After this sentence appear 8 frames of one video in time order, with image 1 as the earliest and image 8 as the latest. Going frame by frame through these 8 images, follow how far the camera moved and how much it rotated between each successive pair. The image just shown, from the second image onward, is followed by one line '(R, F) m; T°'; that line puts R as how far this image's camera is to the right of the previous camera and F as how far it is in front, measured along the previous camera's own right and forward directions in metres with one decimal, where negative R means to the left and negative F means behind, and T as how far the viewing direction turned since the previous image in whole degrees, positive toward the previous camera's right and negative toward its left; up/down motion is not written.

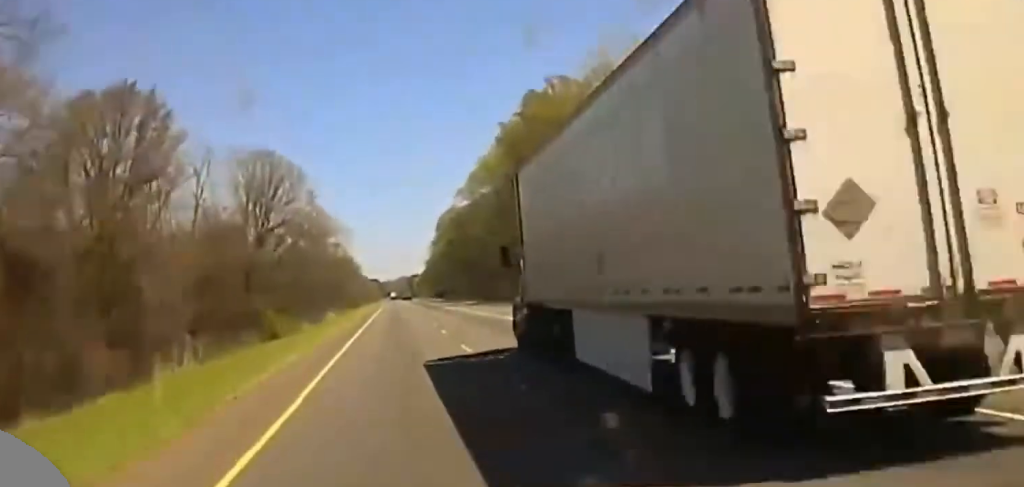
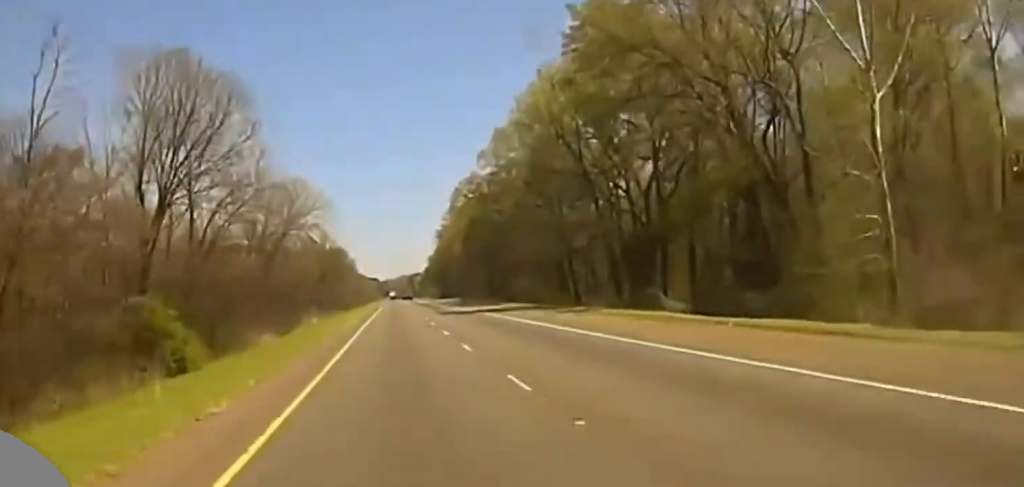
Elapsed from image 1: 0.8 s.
(0.0, +42.0) m; 0°
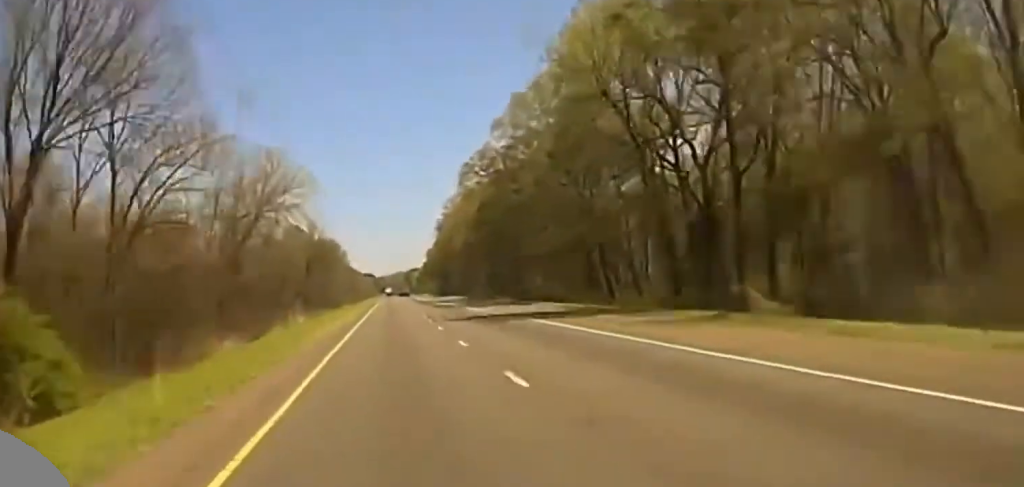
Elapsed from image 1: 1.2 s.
(-0.1, +22.7) m; 0°
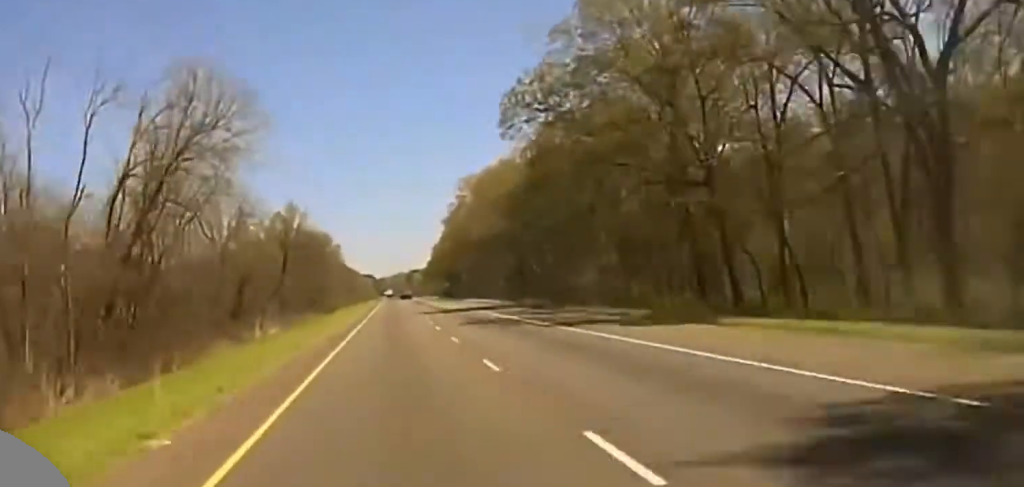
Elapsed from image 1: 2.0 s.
(+0.1, +42.5) m; 0°
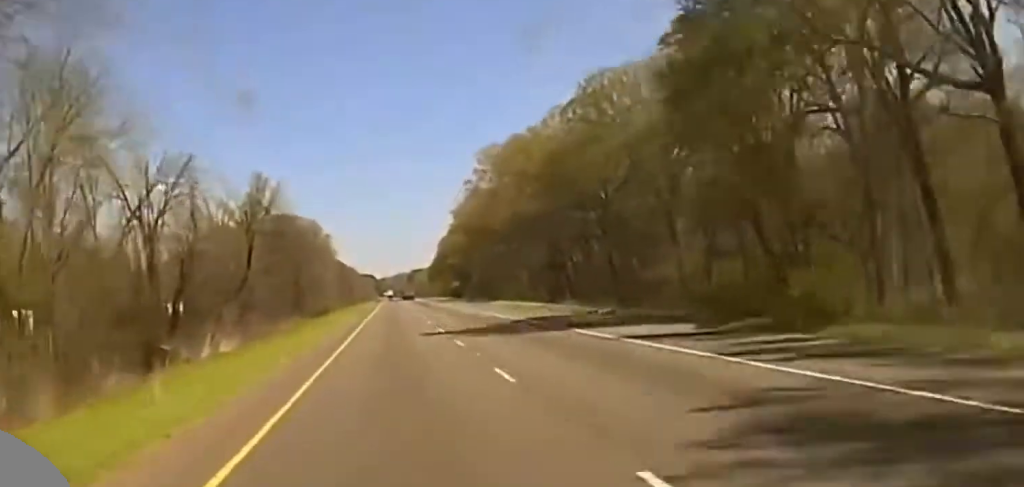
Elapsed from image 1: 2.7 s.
(+0.2, +37.7) m; 0°
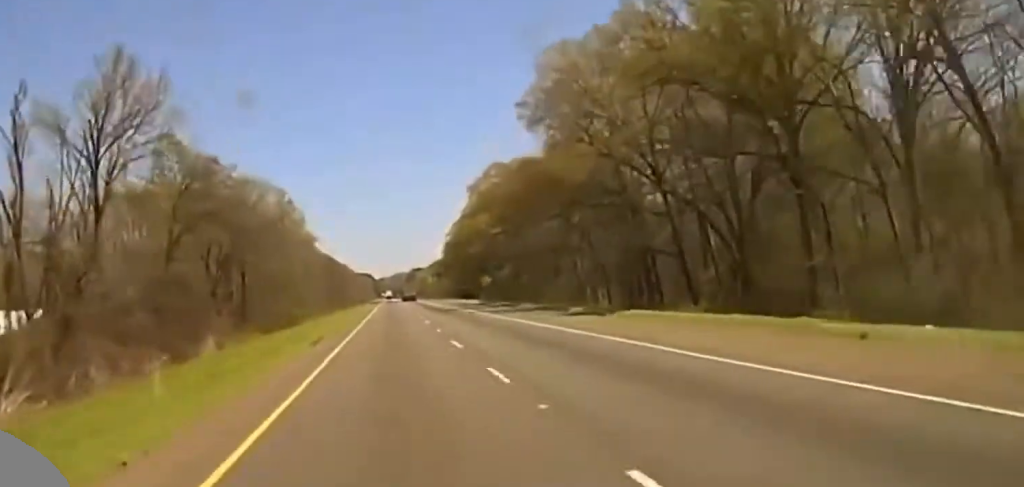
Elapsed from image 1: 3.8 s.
(-0.1, +60.2) m; 0°
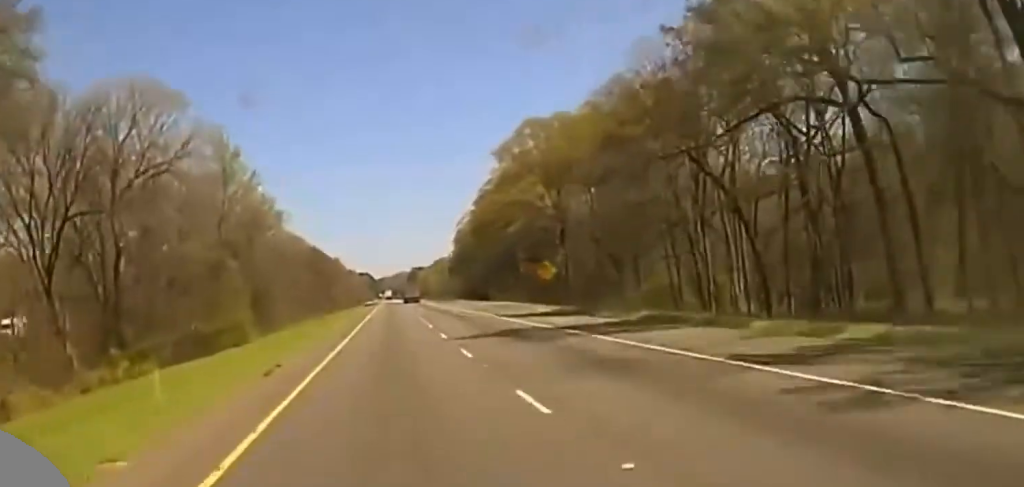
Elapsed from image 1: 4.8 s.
(-0.1, +55.8) m; 0°
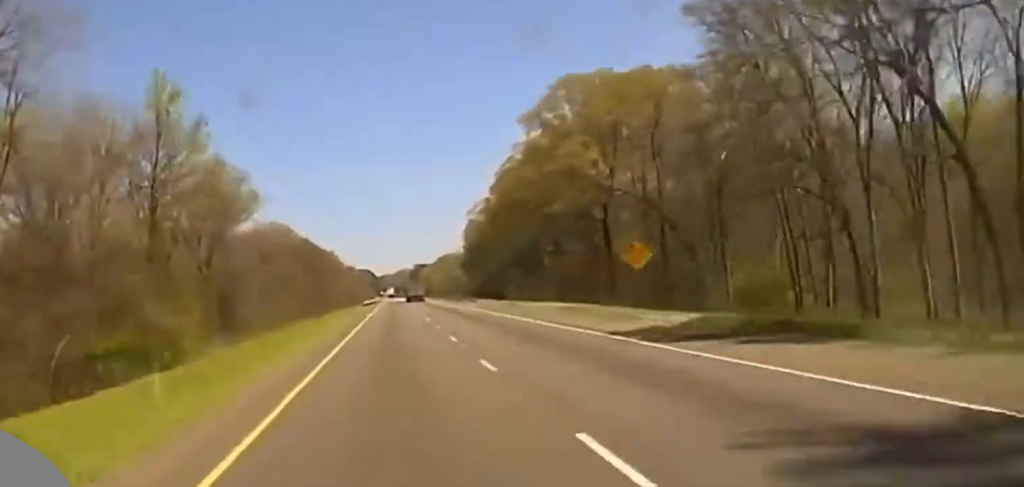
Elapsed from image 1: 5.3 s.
(+0.1, +28.4) m; 0°
